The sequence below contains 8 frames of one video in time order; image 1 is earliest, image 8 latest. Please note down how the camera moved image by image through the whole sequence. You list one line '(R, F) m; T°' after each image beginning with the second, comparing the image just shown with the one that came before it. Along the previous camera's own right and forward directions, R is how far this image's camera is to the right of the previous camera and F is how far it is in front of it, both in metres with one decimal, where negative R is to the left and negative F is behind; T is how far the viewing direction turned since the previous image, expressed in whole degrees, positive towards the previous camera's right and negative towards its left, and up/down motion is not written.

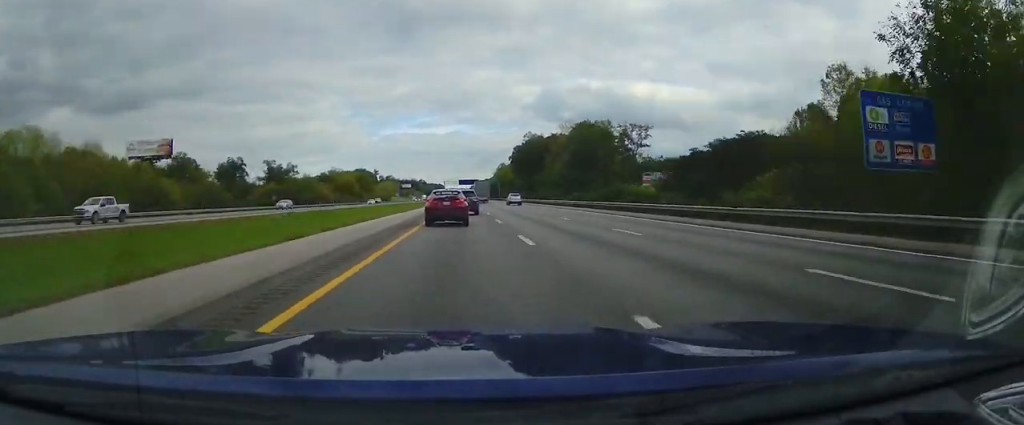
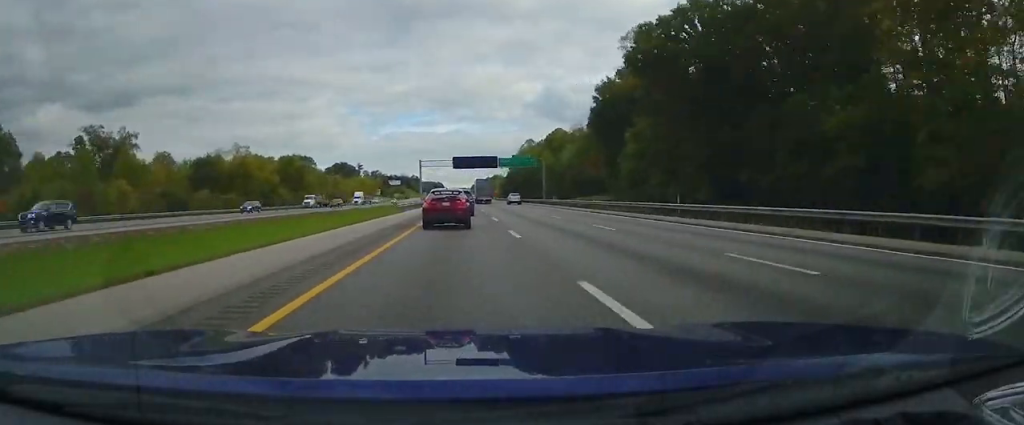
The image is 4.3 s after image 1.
(+0.2, +139.4) m; 0°
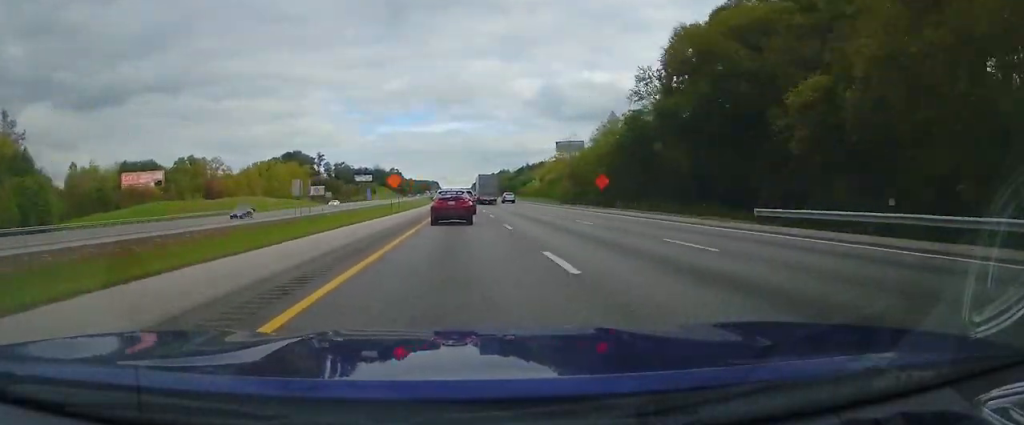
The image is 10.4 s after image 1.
(+0.7, +195.6) m; 0°
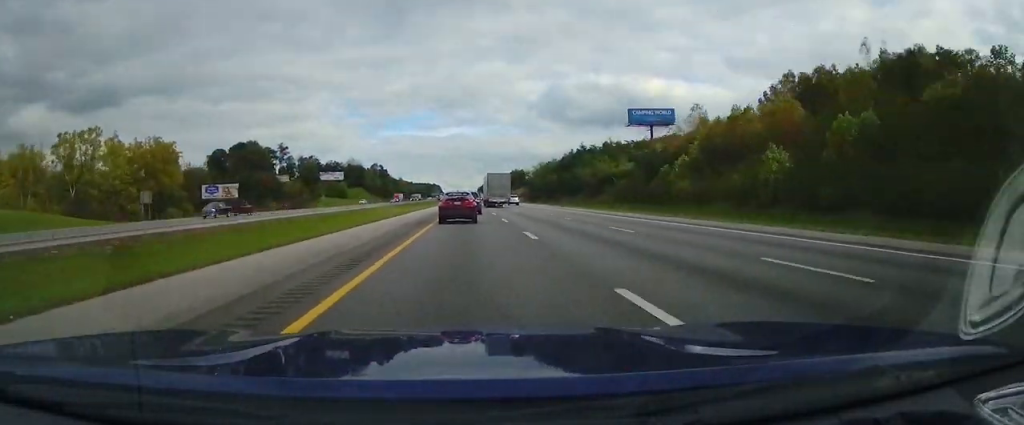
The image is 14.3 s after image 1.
(-0.3, +120.0) m; 0°
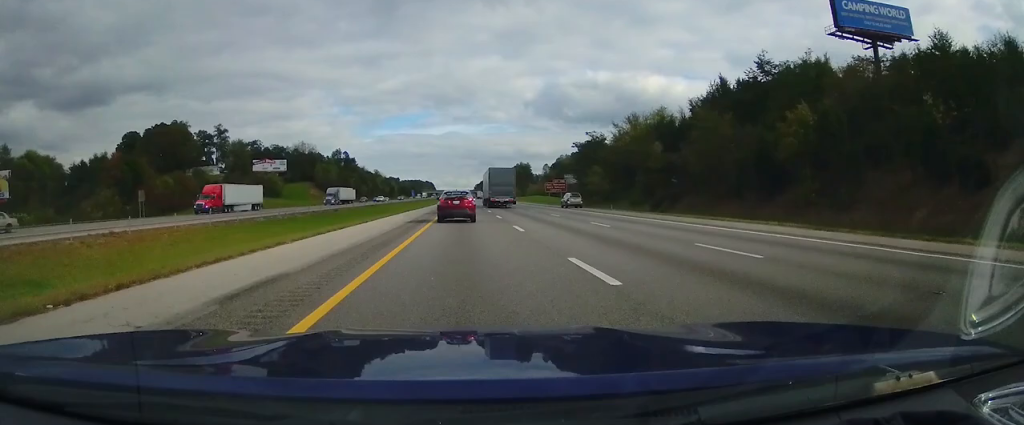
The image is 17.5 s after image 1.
(+0.3, +96.5) m; 0°
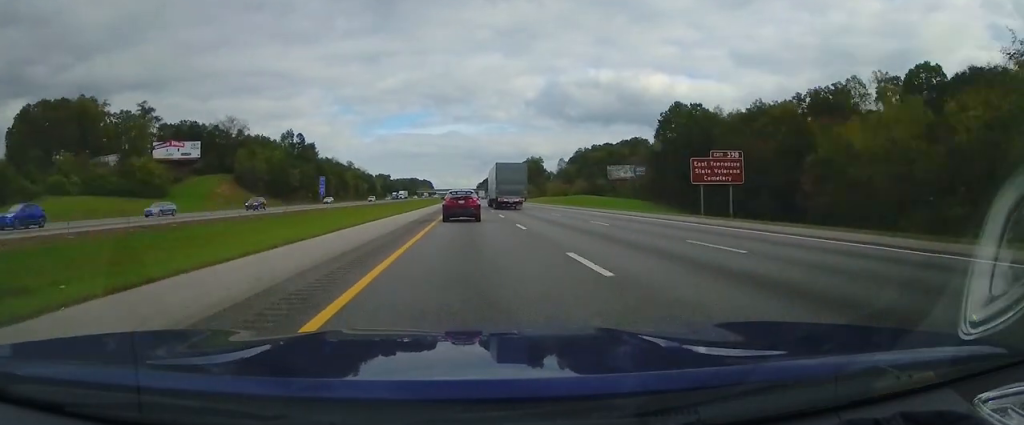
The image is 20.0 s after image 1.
(-0.3, +73.7) m; 0°
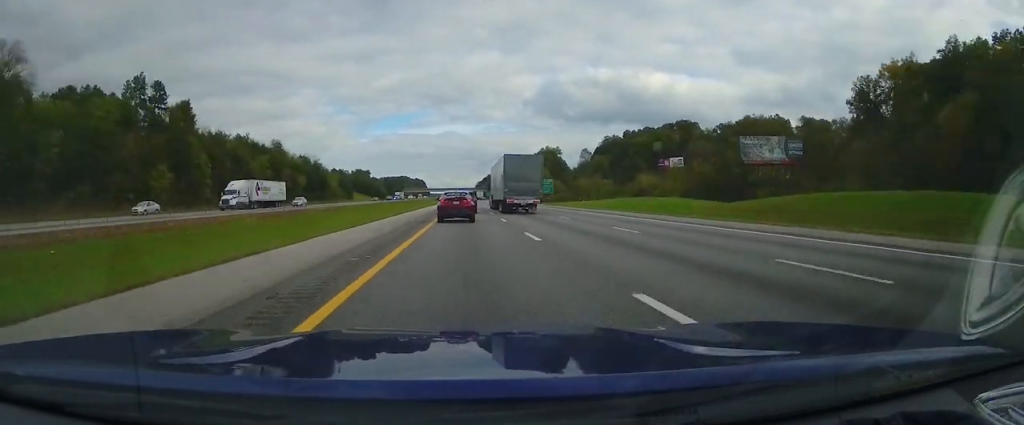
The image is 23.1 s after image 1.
(+0.2, +83.9) m; 0°
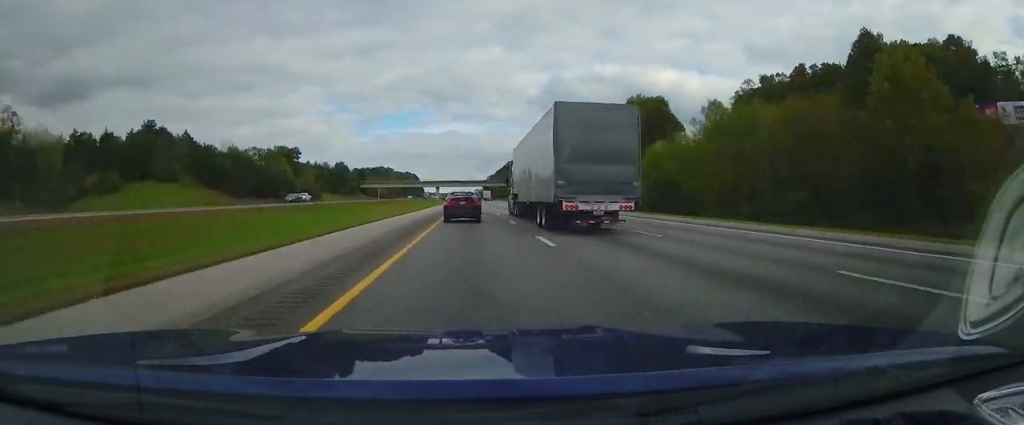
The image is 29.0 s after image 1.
(+0.2, +142.6) m; 0°
